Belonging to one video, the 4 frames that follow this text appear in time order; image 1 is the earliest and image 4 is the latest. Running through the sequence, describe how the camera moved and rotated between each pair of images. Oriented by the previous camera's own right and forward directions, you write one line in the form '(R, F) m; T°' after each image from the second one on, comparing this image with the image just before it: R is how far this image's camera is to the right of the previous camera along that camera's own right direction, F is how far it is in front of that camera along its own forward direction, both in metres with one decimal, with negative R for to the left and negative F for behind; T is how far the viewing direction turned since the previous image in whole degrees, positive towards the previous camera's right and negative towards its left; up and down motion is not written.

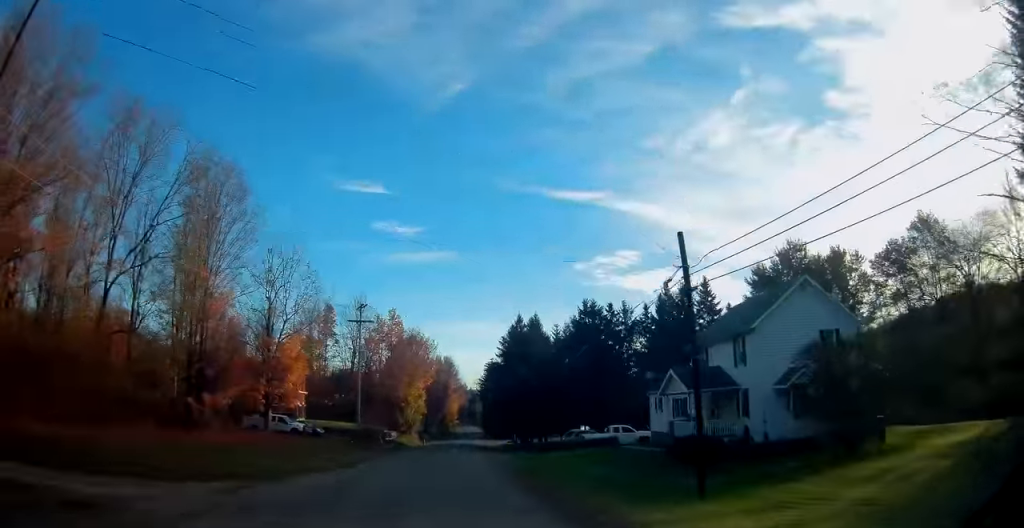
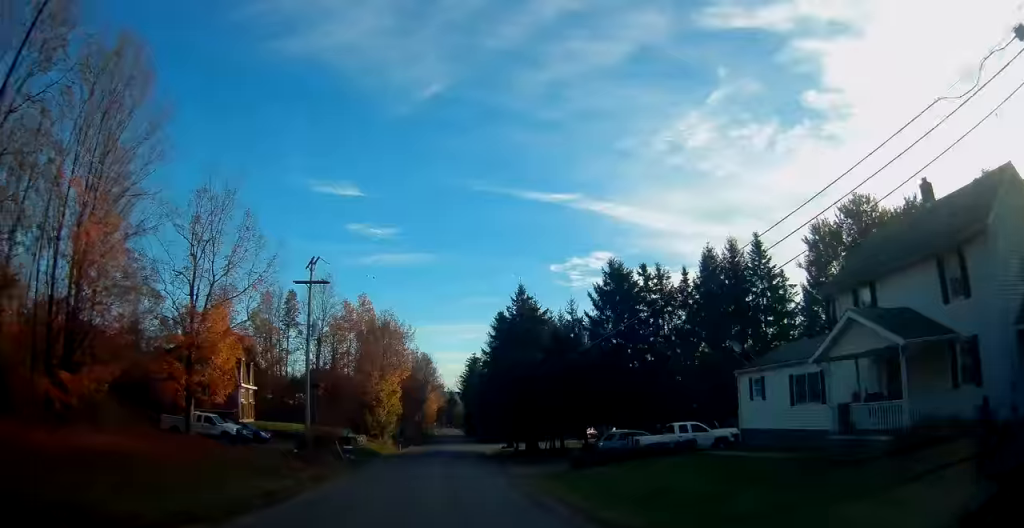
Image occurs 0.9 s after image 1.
(+0.3, +14.4) m; +3°
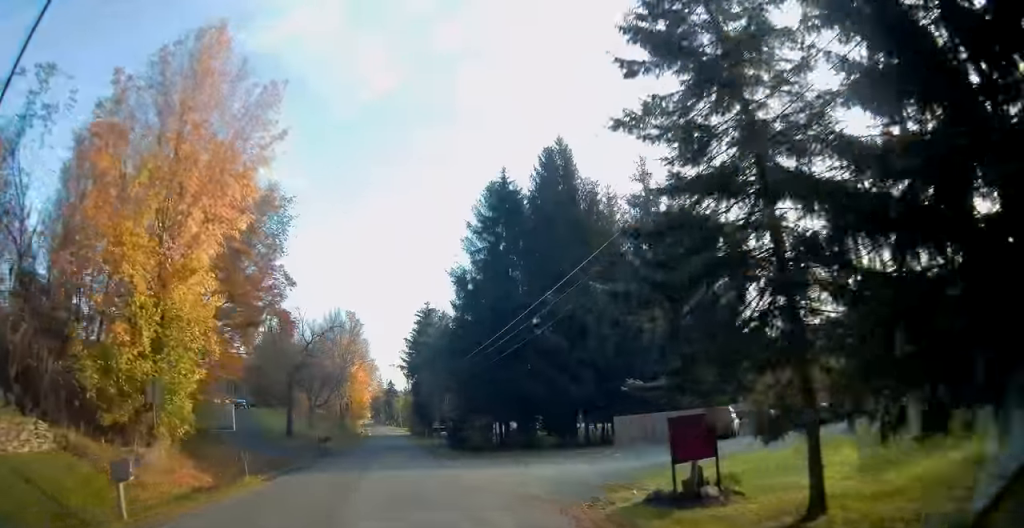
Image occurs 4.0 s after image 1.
(+2.3, +51.5) m; +4°
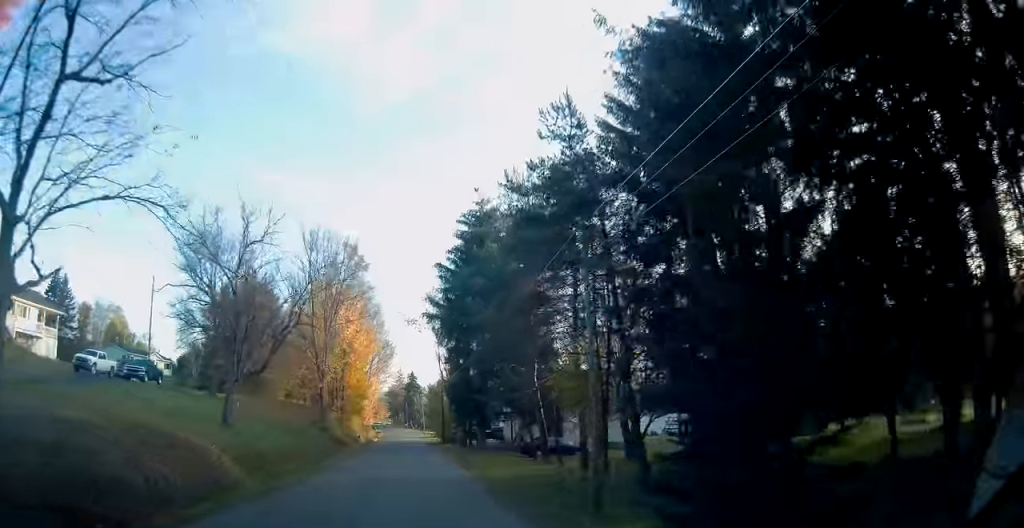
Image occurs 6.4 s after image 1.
(-0.1, +38.5) m; -1°
